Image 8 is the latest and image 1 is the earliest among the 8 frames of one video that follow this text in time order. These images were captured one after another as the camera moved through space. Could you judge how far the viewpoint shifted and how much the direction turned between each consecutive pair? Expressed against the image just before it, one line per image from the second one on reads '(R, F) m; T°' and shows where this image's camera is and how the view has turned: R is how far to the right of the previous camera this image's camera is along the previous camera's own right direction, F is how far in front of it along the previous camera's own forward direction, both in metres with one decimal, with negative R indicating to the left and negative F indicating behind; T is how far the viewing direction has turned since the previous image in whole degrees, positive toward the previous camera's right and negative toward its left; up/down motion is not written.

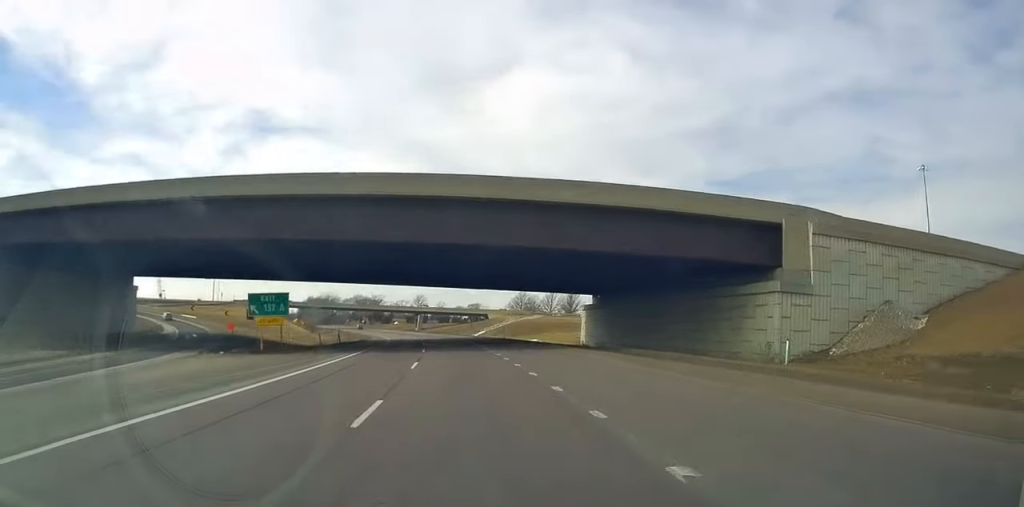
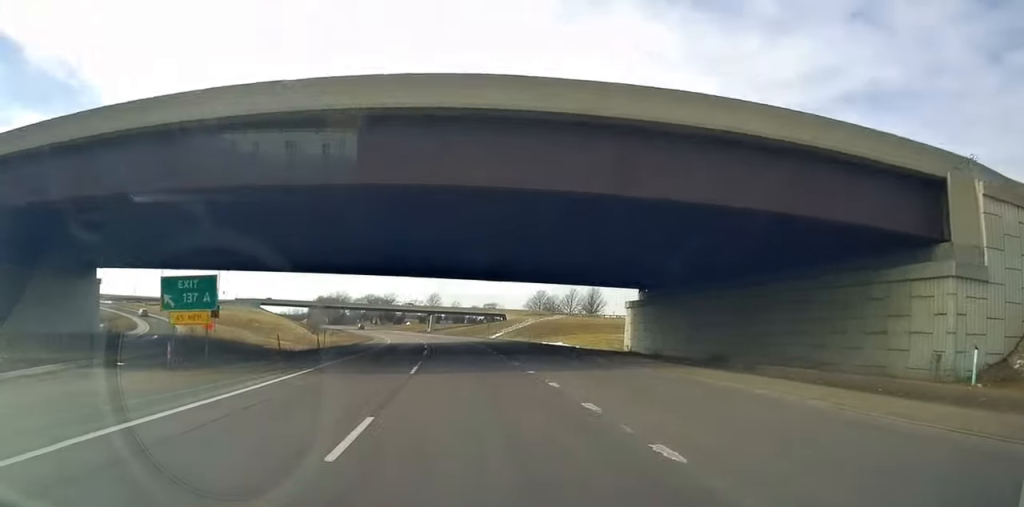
(-0.3, +14.4) m; -2°
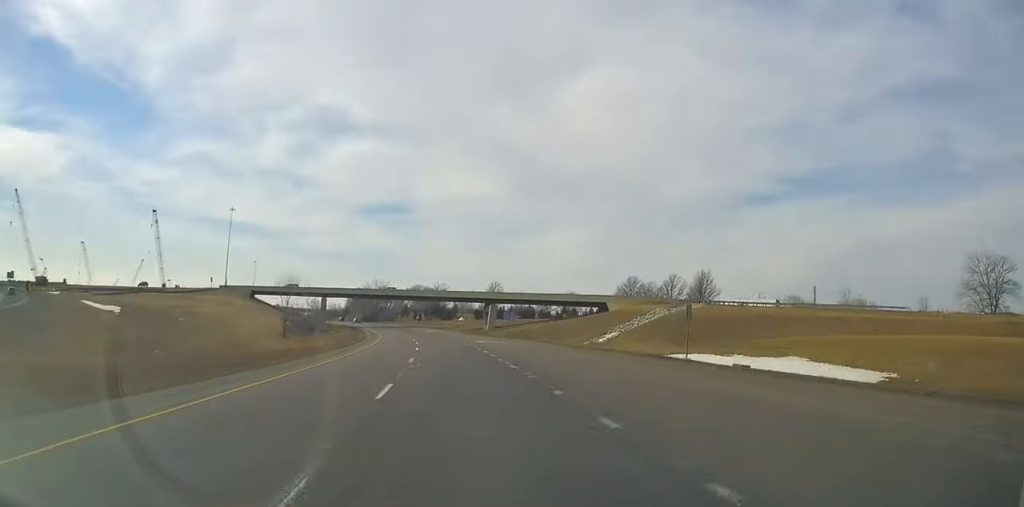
(-3.9, +65.8) m; -7°
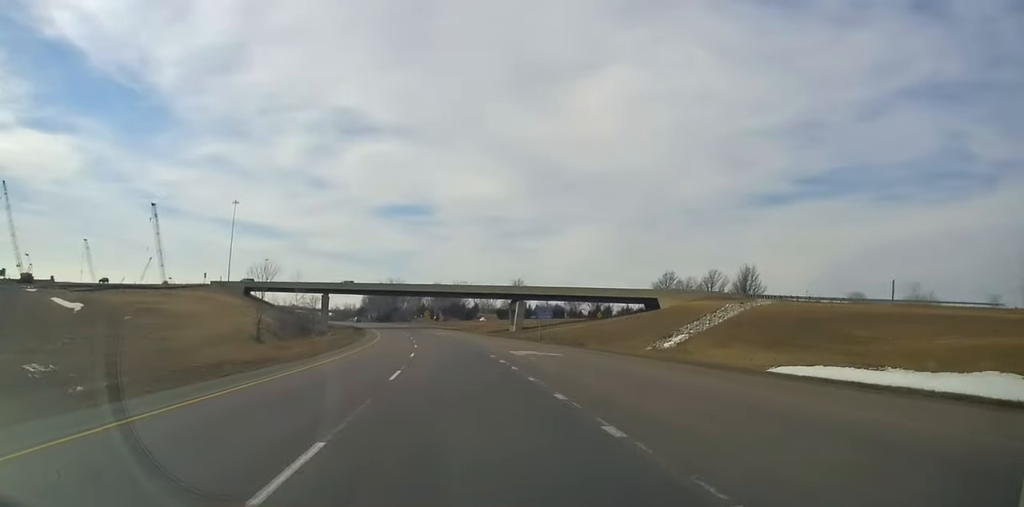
(-0.3, +19.2) m; -1°
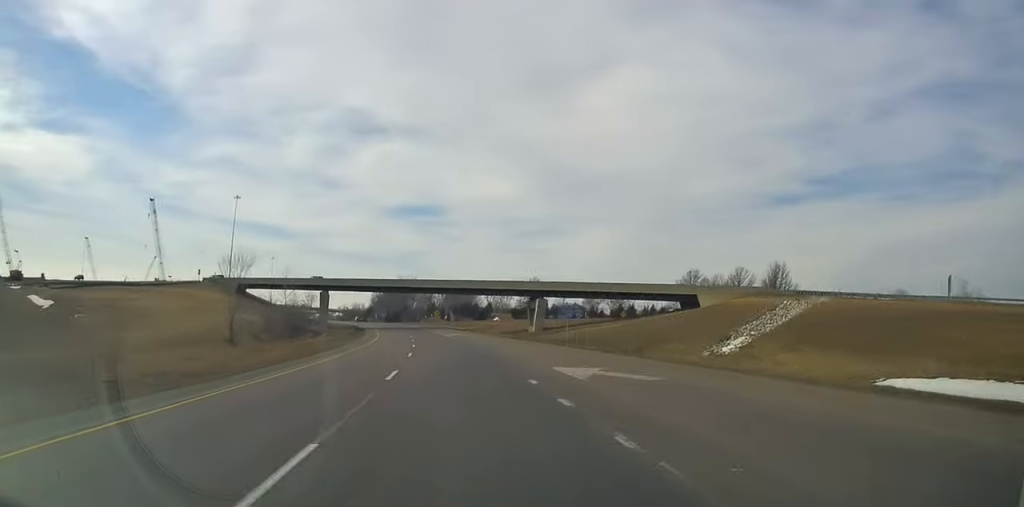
(-0.4, +12.0) m; -1°
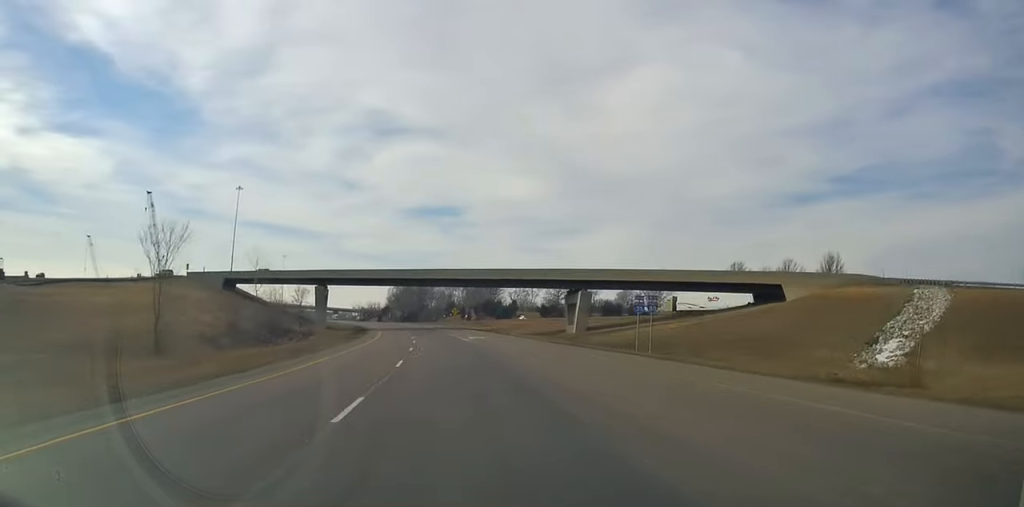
(-0.1, +19.2) m; -1°
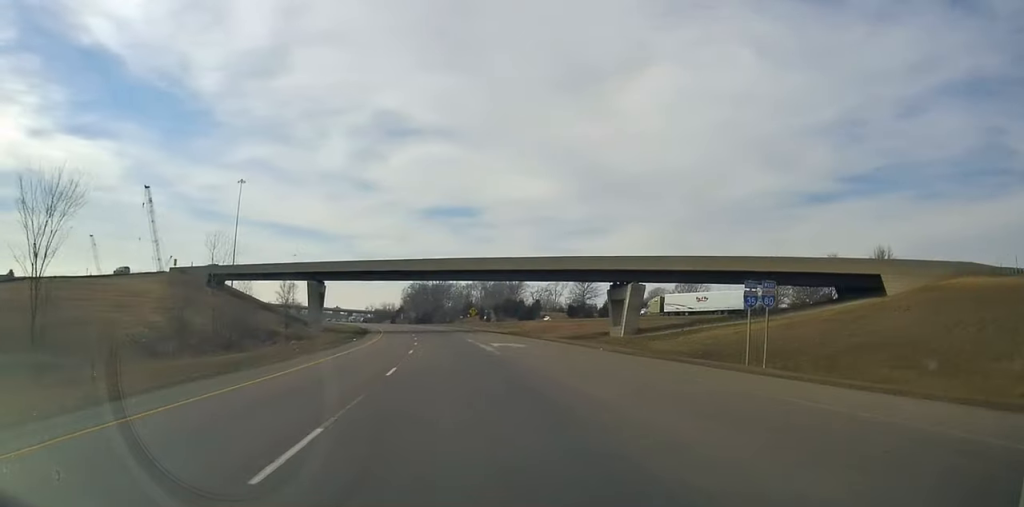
(+0.4, +15.6) m; -1°
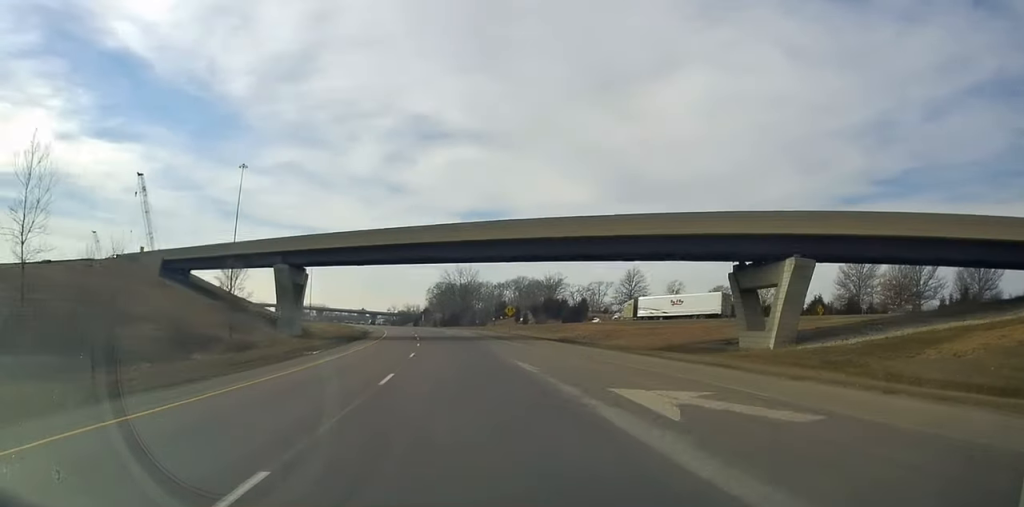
(-1.0, +26.4) m; -4°
